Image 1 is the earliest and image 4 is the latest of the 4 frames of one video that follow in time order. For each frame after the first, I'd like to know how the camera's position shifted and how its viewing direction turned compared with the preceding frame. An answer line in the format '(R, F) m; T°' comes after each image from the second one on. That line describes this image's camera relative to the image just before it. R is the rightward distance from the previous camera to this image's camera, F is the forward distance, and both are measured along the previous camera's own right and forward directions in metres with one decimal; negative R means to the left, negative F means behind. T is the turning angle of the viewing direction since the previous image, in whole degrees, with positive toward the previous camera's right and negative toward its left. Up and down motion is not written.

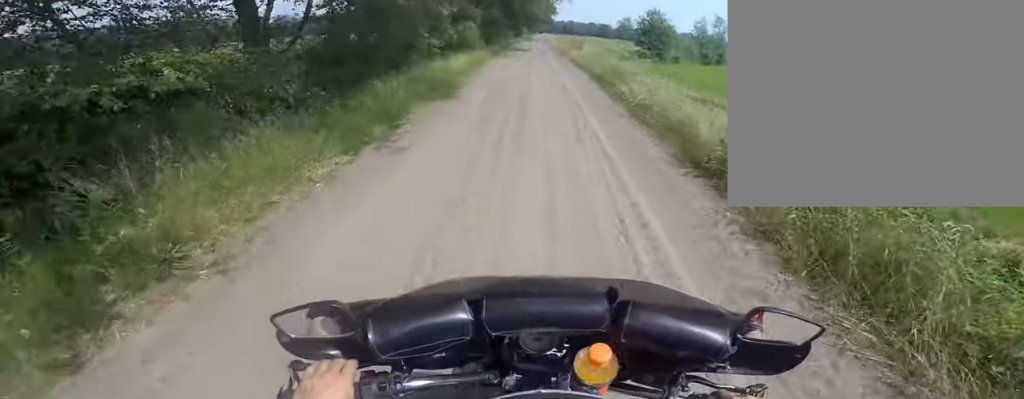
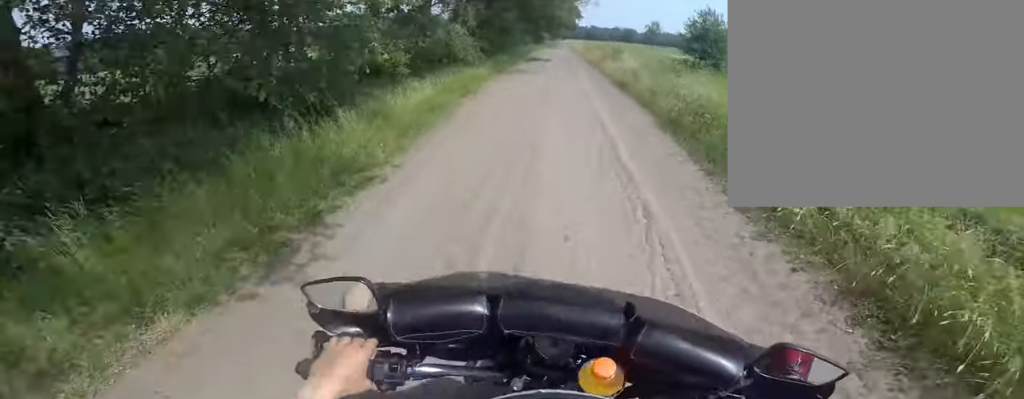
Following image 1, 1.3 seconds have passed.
(0.0, +6.4) m; 0°
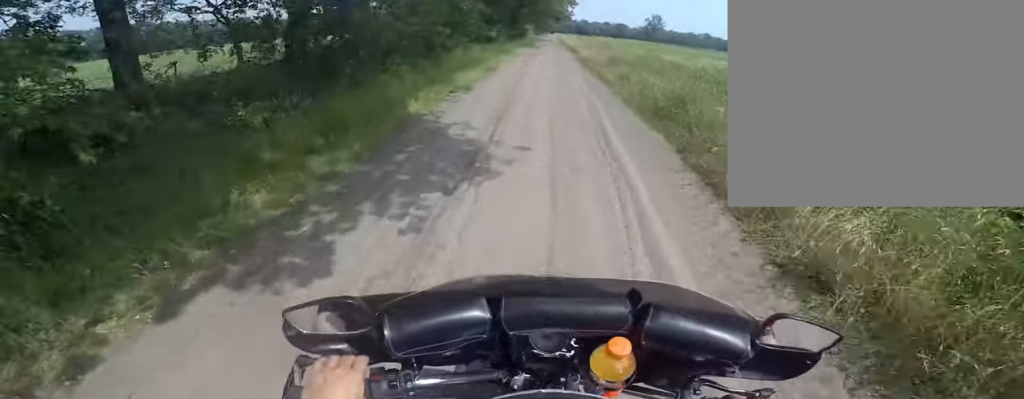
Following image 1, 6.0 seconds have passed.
(+1.4, +22.2) m; +3°
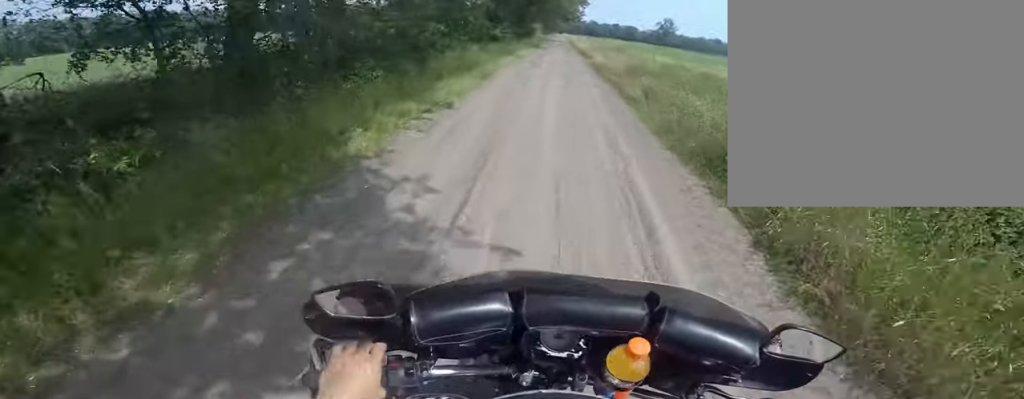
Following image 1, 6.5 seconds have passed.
(+0.1, +2.1) m; -1°
